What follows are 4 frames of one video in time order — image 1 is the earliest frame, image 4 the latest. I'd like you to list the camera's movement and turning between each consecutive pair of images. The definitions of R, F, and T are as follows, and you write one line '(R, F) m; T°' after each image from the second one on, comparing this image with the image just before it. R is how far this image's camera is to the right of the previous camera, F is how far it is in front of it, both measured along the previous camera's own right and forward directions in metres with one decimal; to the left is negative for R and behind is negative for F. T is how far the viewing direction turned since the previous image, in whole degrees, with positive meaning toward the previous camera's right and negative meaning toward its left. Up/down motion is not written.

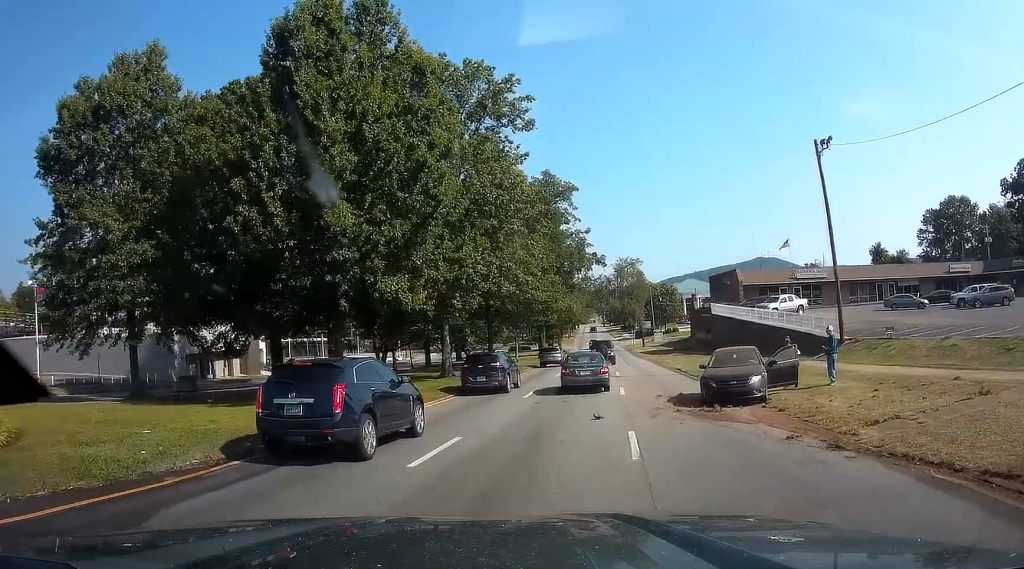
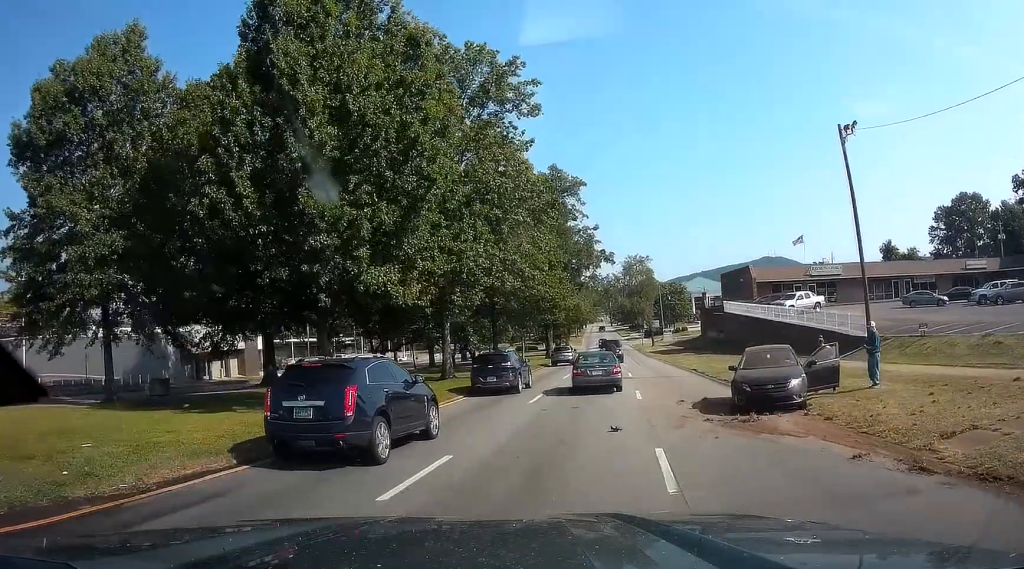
(-0.3, +2.4) m; 0°
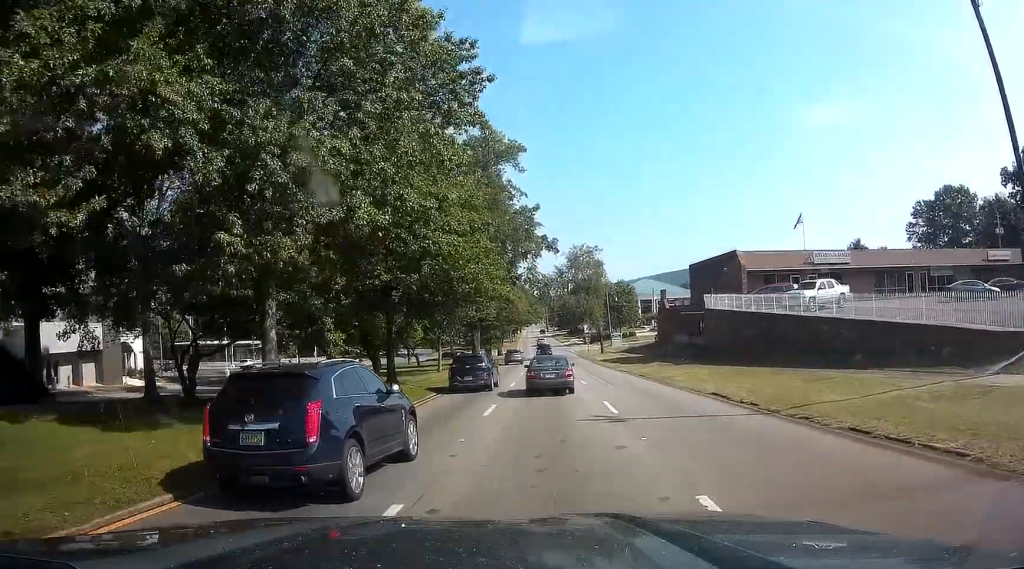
(+2.3, +16.3) m; +14°
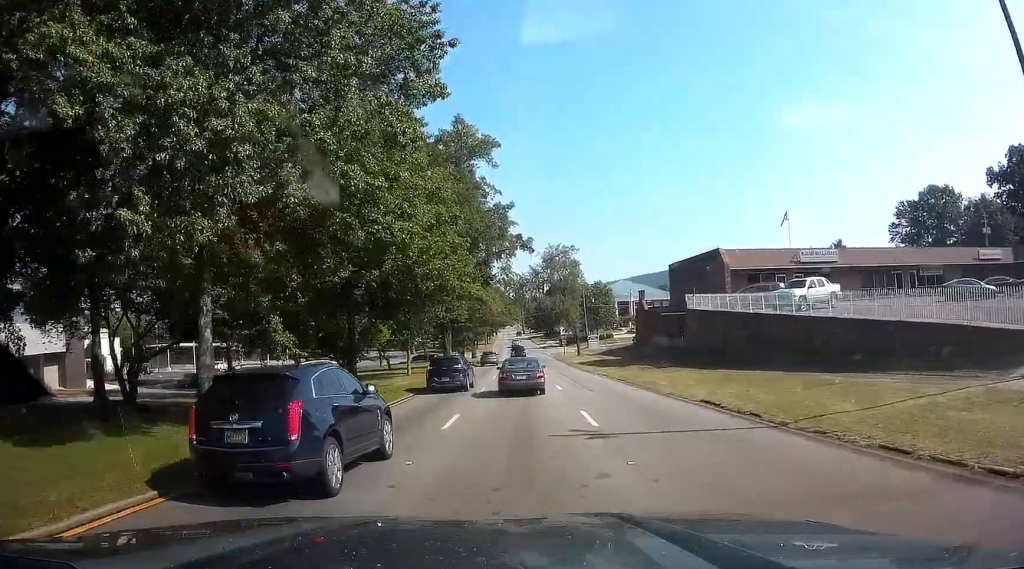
(+0.3, +2.3) m; 0°
